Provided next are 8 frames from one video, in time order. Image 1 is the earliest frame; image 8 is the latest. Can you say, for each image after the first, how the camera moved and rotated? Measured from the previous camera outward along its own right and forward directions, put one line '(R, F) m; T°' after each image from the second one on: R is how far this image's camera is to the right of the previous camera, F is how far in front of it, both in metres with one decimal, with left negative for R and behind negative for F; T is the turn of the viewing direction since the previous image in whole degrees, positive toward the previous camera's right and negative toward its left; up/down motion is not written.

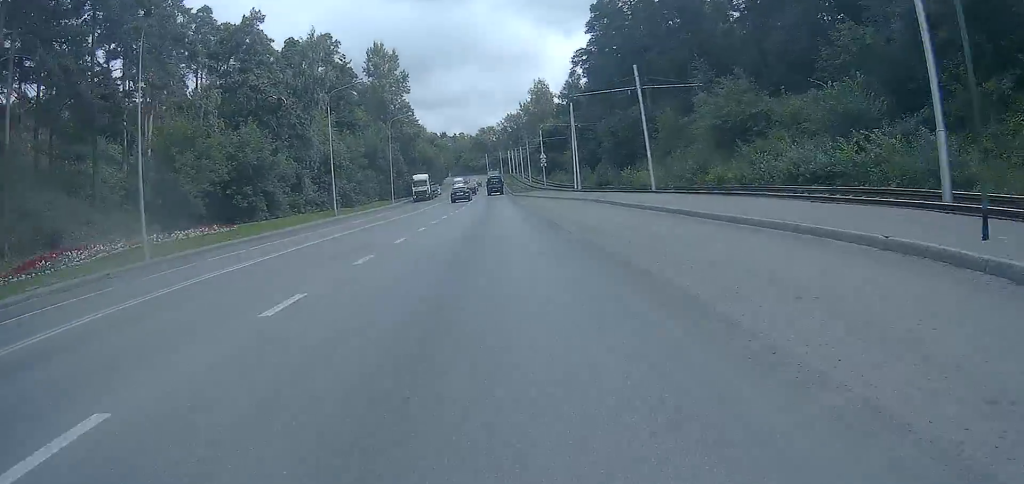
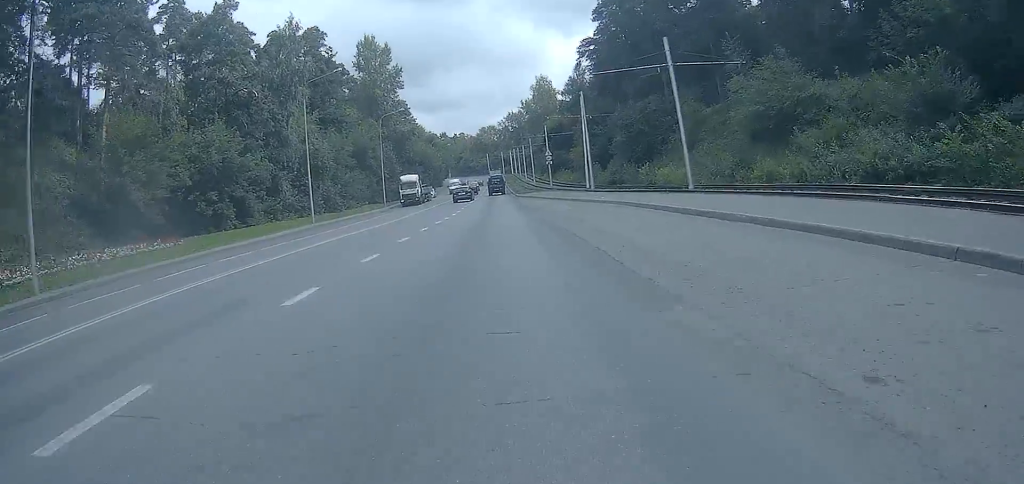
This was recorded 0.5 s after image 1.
(+0.1, +7.3) m; -2°
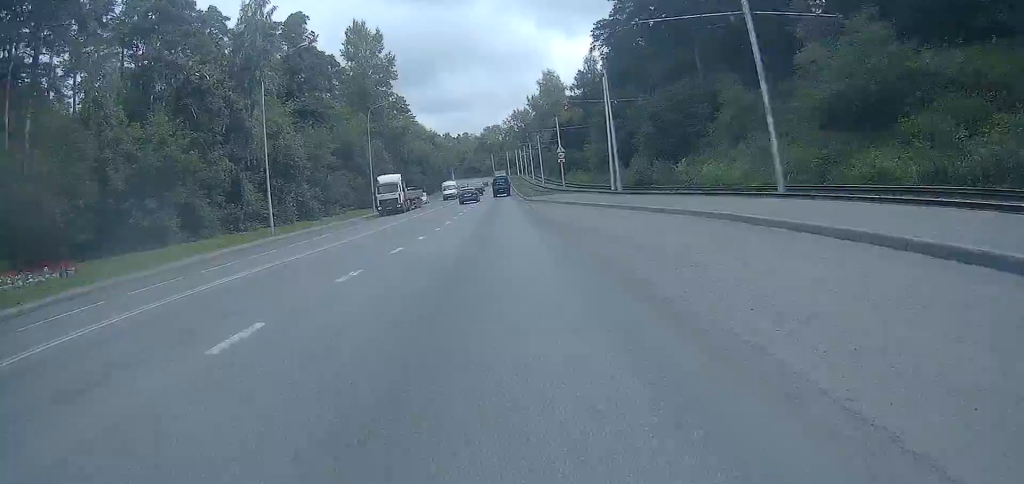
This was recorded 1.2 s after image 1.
(-0.2, +10.0) m; -2°
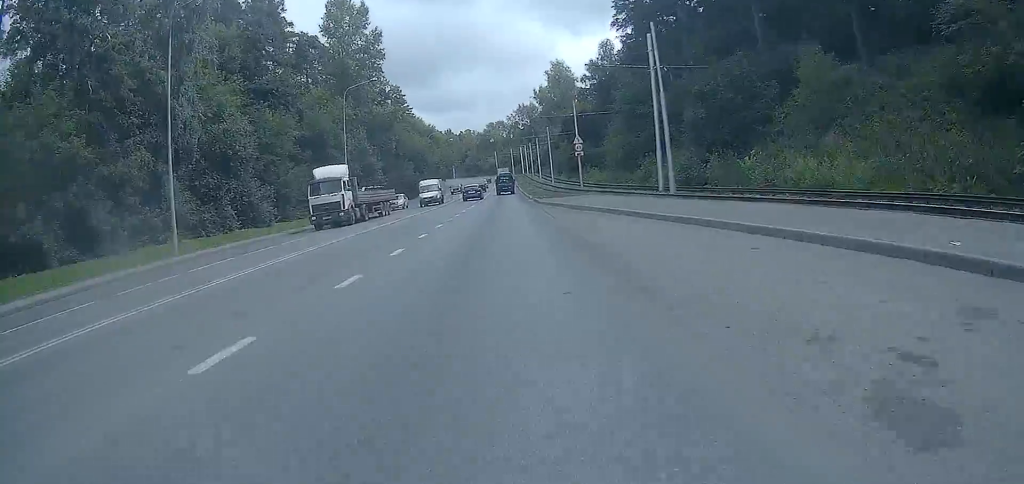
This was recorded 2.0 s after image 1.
(-0.6, +12.8) m; -1°
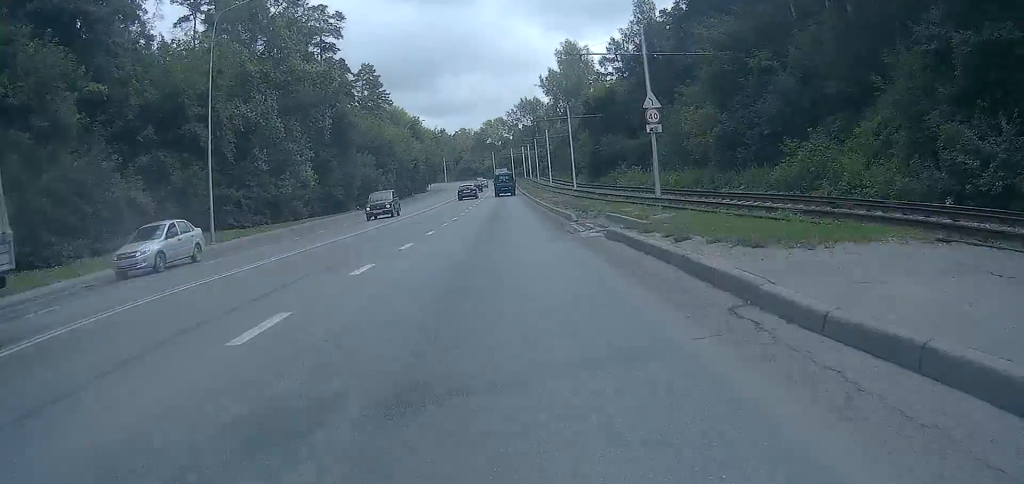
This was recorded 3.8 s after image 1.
(+1.0, +26.6) m; +3°
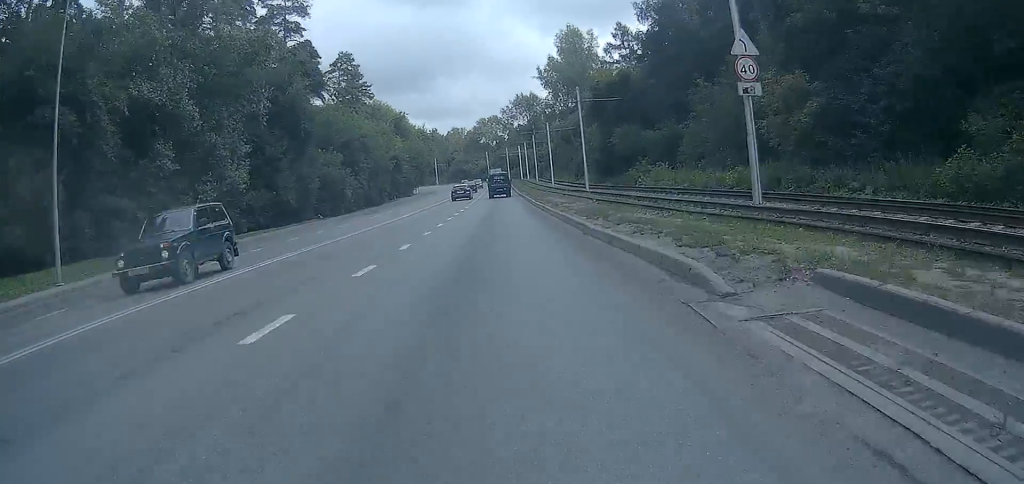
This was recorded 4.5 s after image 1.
(+0.1, +11.5) m; 0°
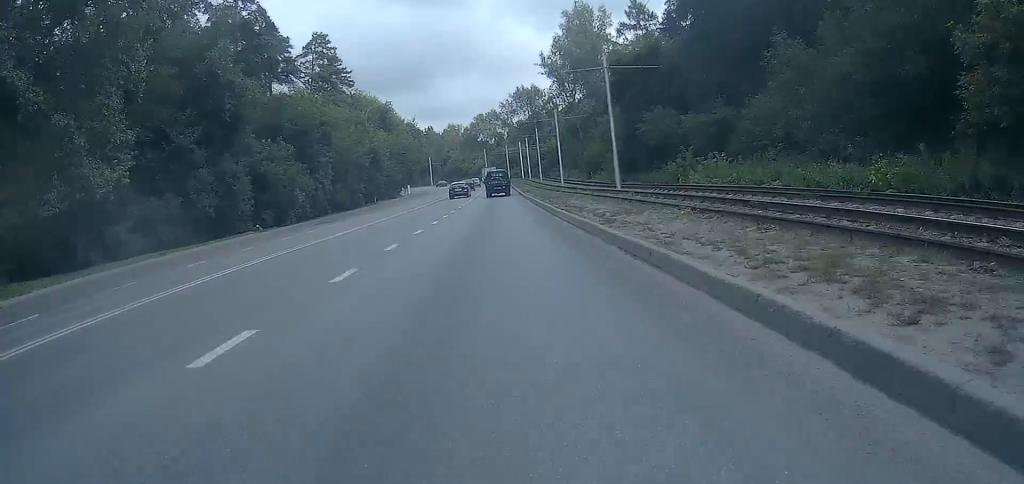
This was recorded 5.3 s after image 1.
(0.0, +12.8) m; 0°
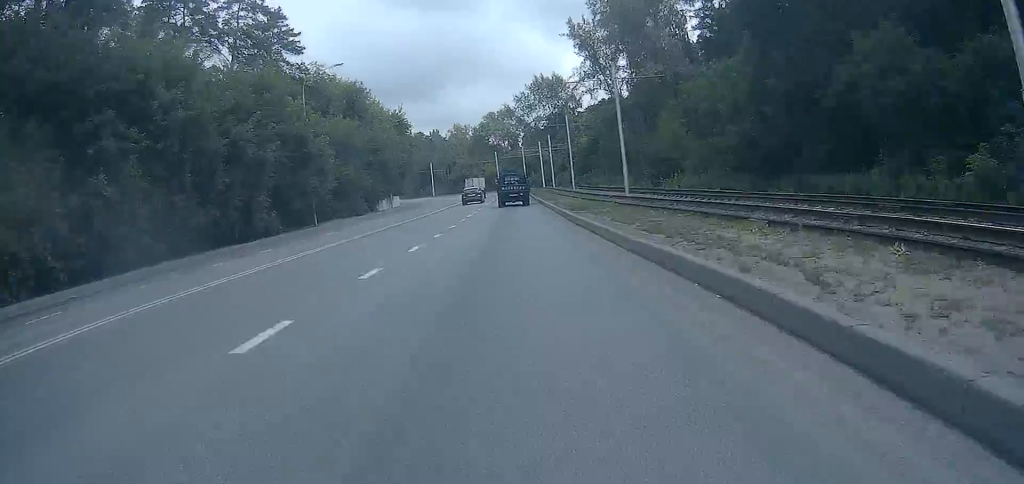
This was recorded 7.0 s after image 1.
(+0.2, +28.3) m; +1°
